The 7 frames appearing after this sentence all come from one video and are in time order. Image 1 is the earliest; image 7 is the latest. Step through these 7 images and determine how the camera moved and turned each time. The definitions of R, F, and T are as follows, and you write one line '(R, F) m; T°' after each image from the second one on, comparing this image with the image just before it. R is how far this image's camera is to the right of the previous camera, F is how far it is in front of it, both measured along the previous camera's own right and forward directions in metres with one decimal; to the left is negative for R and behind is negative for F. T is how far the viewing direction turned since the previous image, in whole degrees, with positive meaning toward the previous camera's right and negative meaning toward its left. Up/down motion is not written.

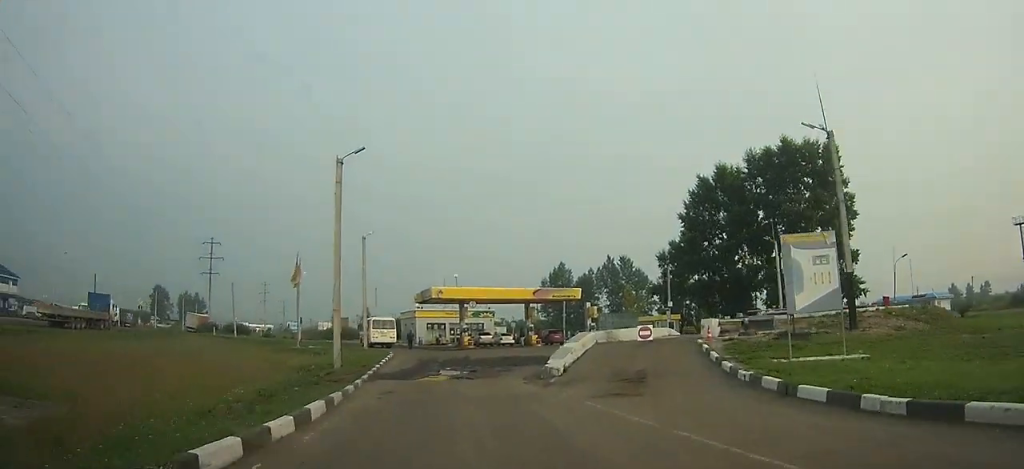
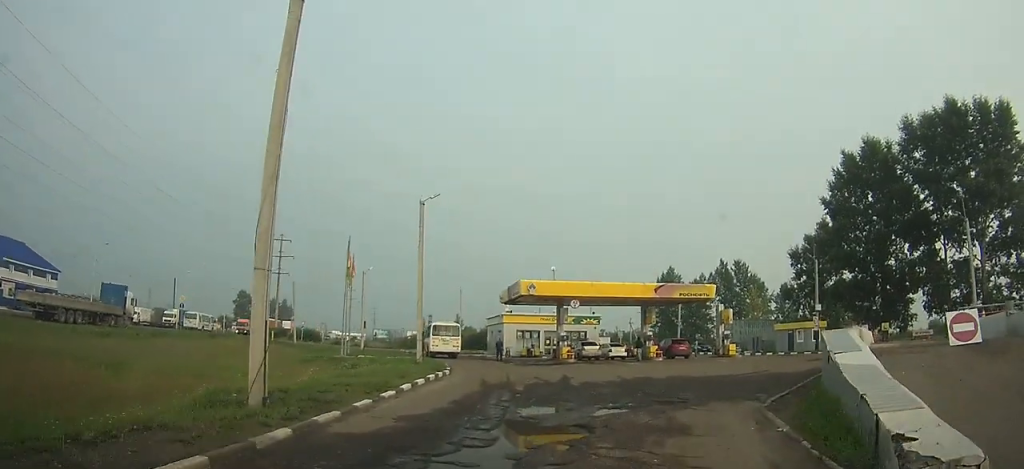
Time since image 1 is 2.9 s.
(-0.8, +10.3) m; -5°
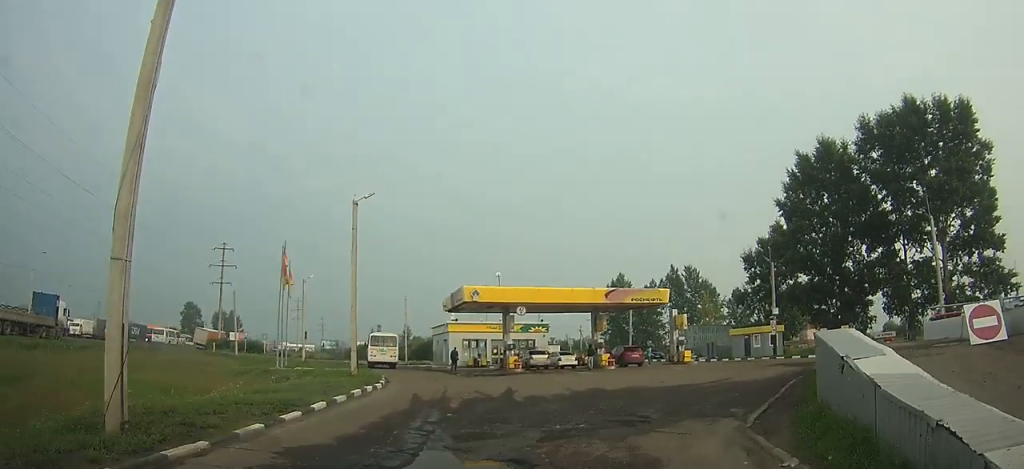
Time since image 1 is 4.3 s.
(-0.1, +4.1) m; 0°
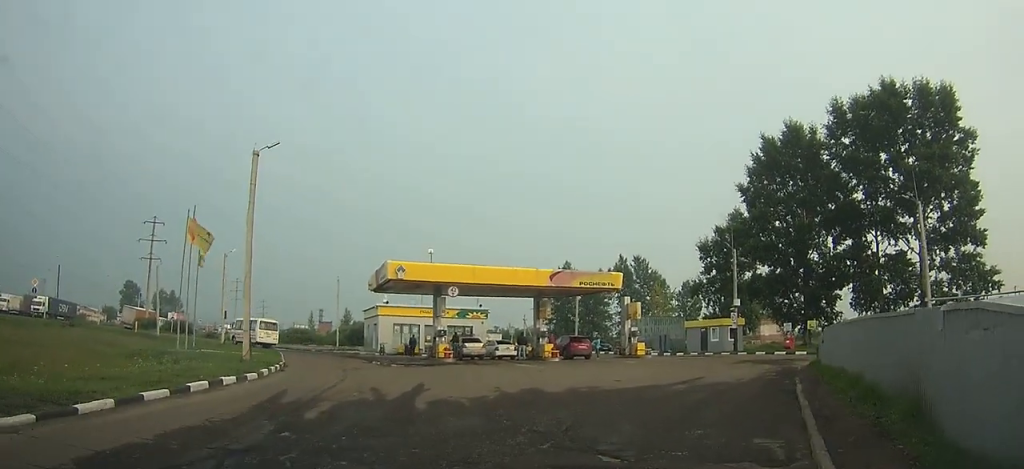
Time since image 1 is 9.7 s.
(+0.2, +7.8) m; 0°
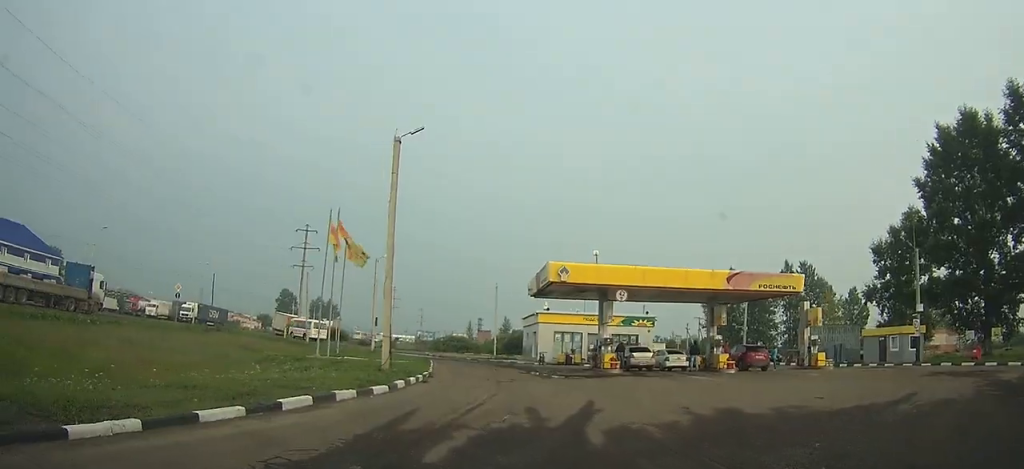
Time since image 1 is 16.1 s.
(-0.1, +3.5) m; +2°
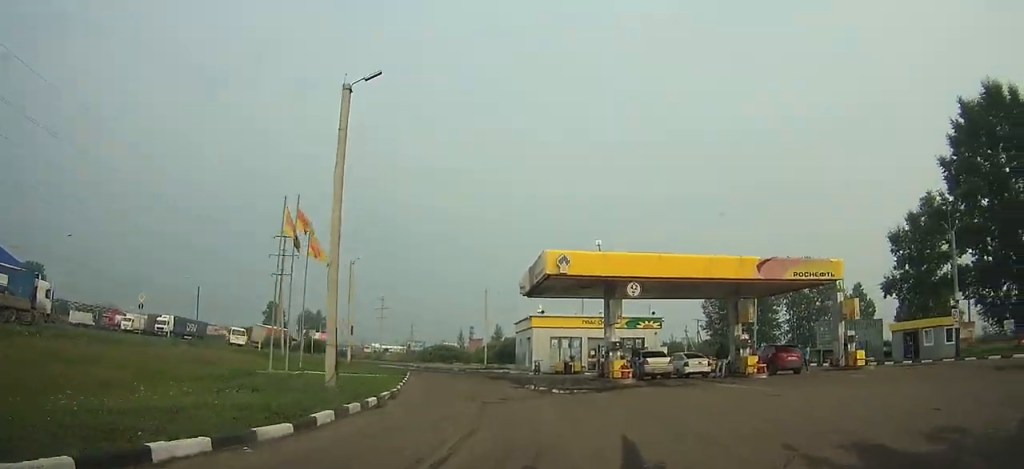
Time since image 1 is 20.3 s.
(+0.1, +4.7) m; +3°
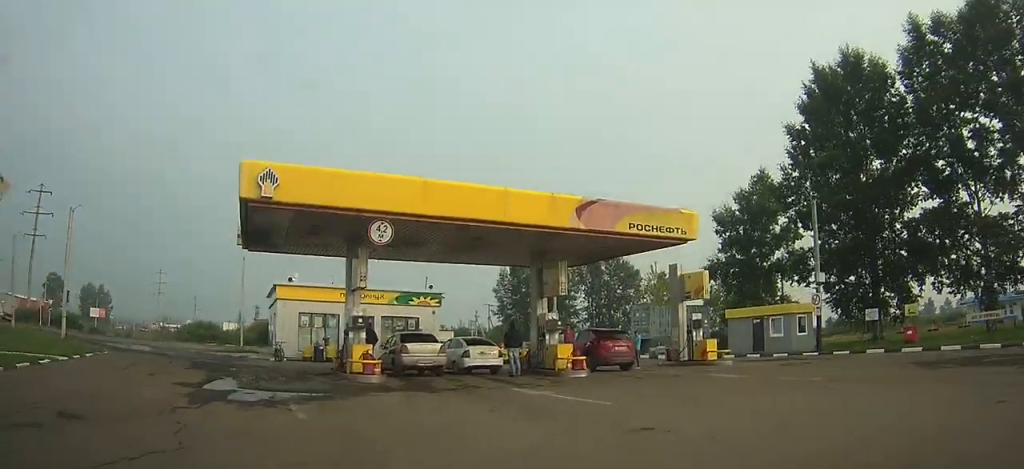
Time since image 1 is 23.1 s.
(+0.1, +5.8) m; +7°
